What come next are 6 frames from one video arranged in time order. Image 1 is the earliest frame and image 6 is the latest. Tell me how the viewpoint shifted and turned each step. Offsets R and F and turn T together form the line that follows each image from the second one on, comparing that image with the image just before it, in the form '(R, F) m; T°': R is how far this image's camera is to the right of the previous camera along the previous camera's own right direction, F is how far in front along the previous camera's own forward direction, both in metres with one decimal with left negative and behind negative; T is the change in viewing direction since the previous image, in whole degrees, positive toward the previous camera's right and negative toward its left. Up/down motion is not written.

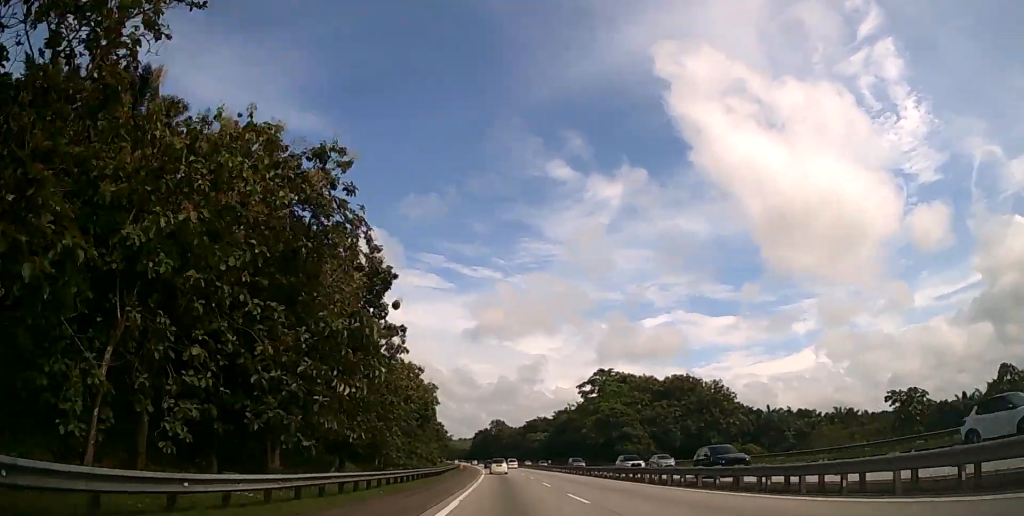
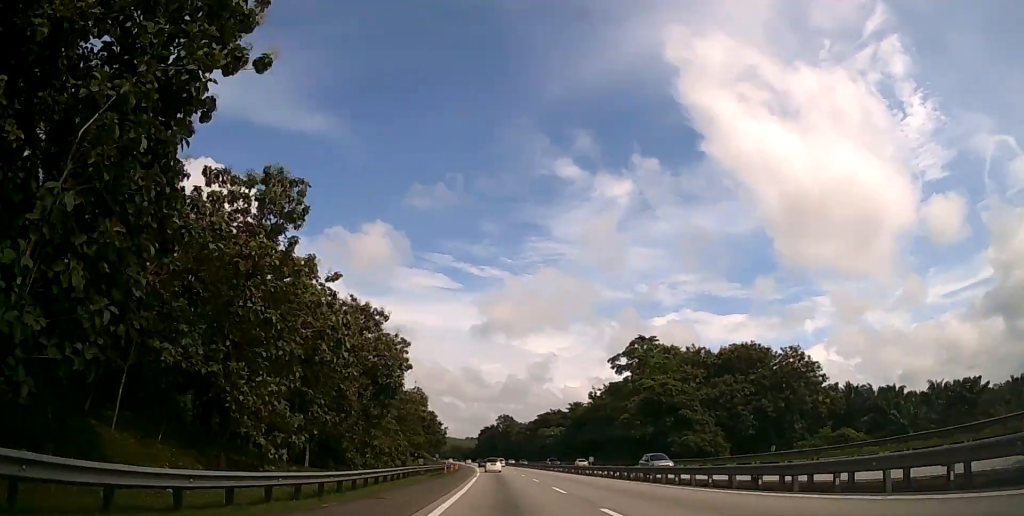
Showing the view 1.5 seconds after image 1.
(-0.1, +31.8) m; -1°
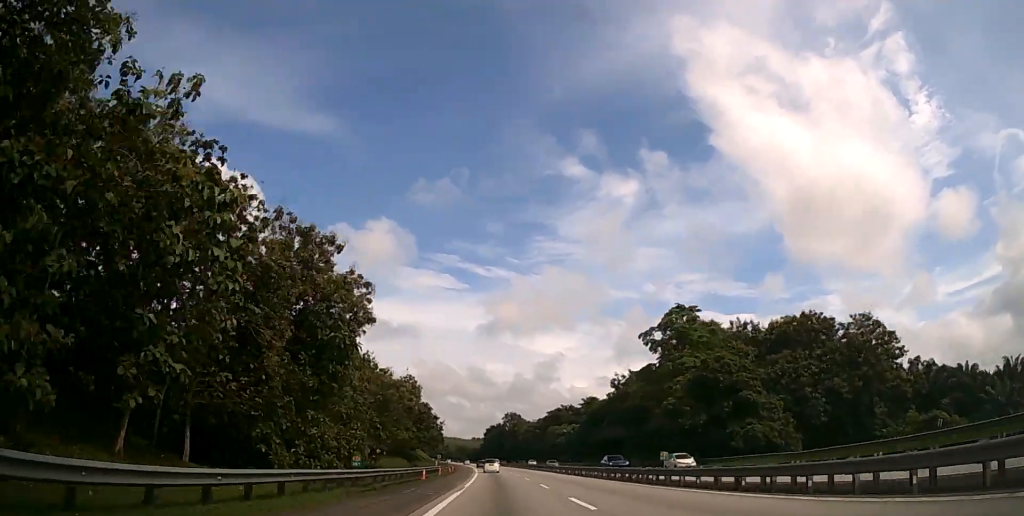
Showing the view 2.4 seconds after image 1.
(-0.1, +18.9) m; -1°
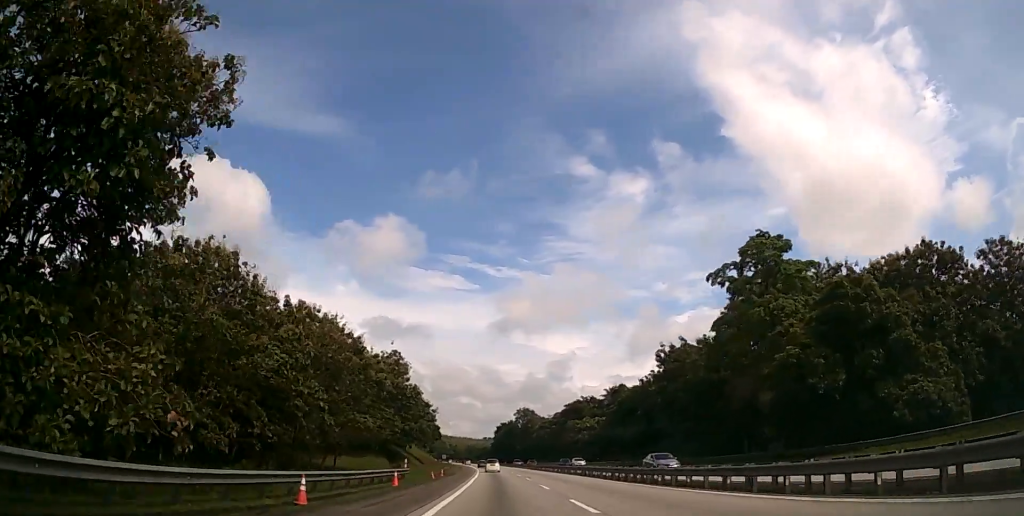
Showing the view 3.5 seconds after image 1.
(-0.2, +25.0) m; -1°
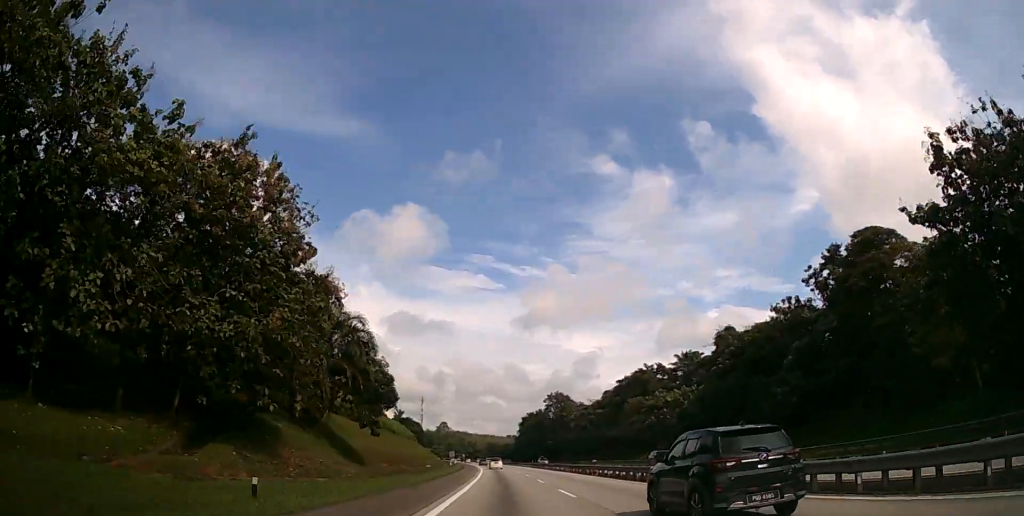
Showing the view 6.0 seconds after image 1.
(-1.1, +55.1) m; -2°
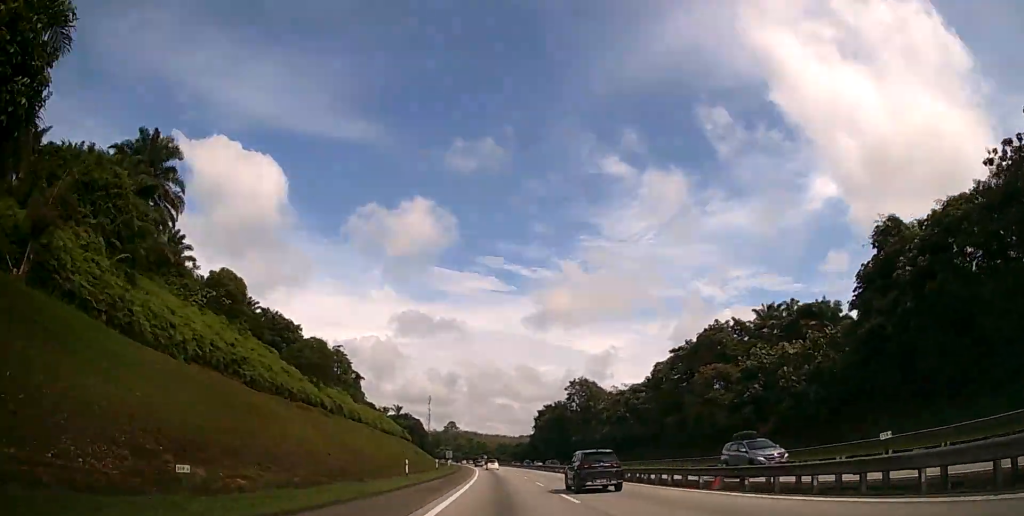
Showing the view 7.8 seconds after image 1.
(-0.5, +38.1) m; -1°
